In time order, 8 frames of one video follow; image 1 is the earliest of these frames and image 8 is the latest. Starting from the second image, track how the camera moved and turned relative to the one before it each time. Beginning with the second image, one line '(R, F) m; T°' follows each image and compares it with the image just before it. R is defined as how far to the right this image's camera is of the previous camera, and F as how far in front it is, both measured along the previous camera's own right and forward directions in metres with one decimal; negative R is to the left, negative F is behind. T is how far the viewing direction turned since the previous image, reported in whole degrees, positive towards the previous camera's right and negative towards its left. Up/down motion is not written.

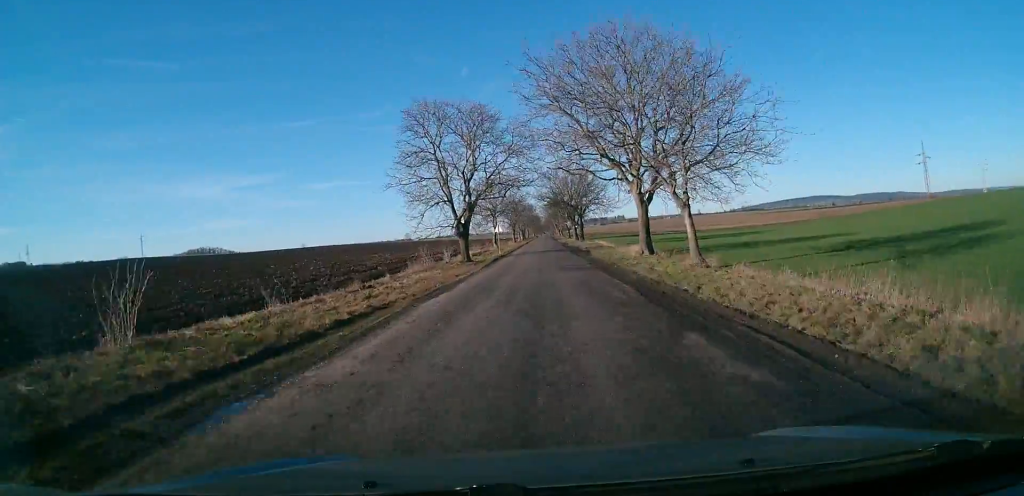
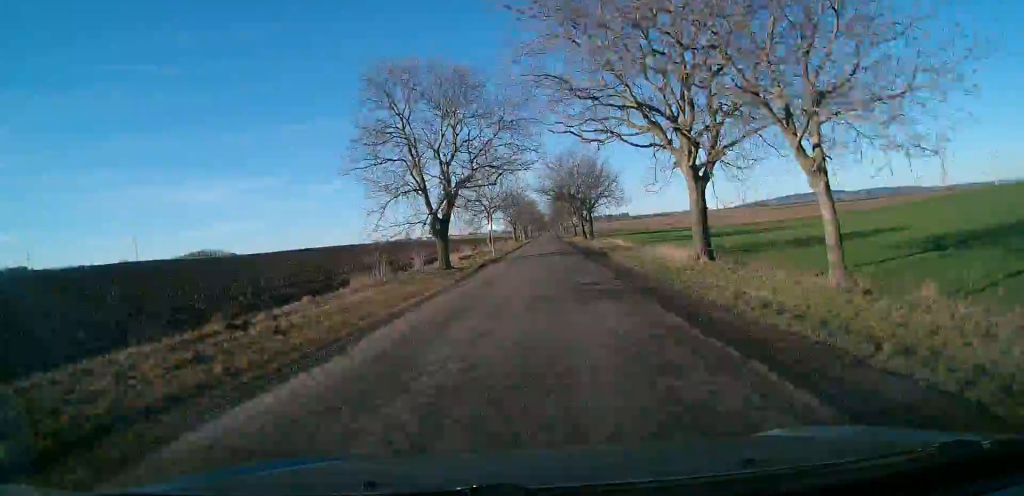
(0.0, +10.6) m; 0°
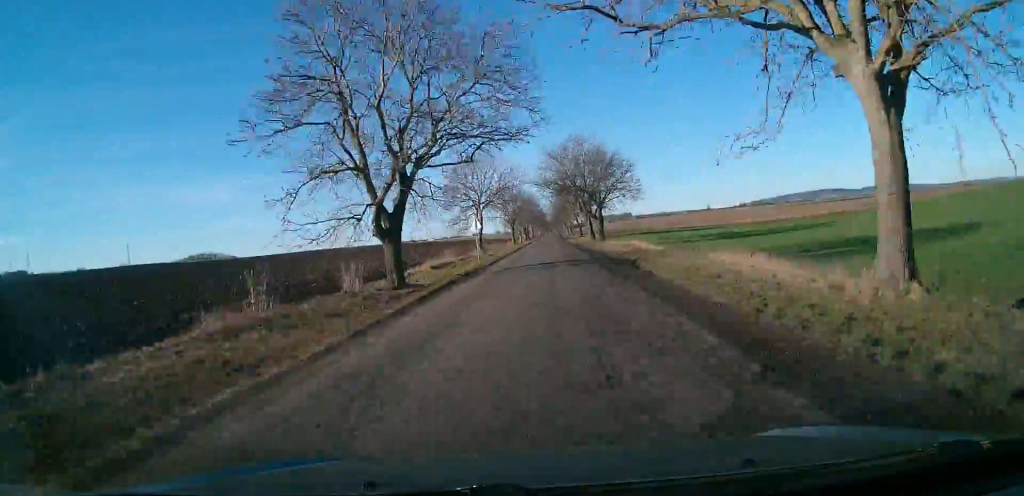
(-0.1, +11.5) m; -1°
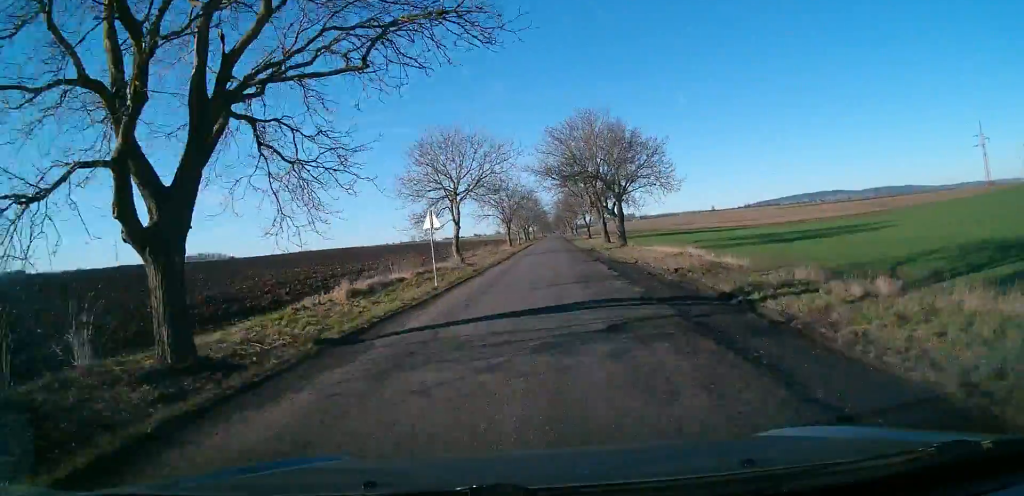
(0.0, +14.9) m; -1°
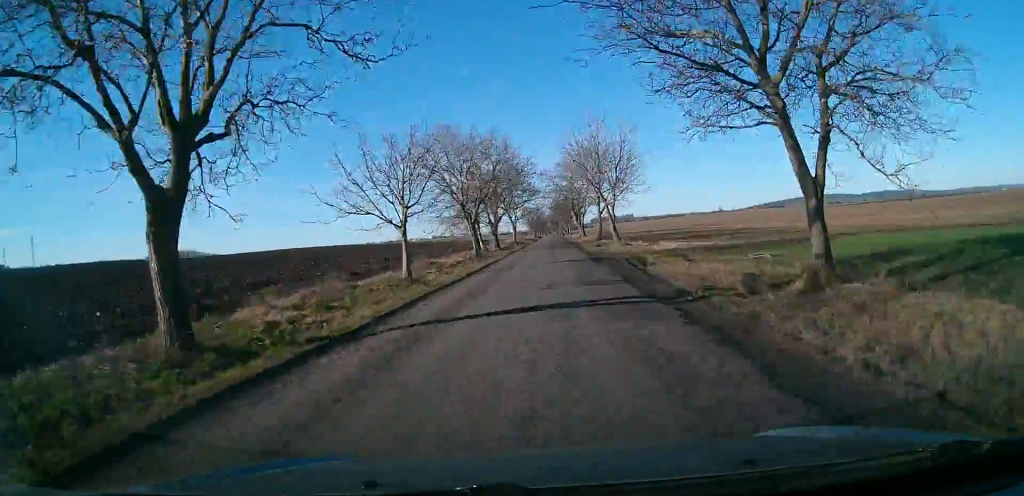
(-0.4, +74.1) m; 0°
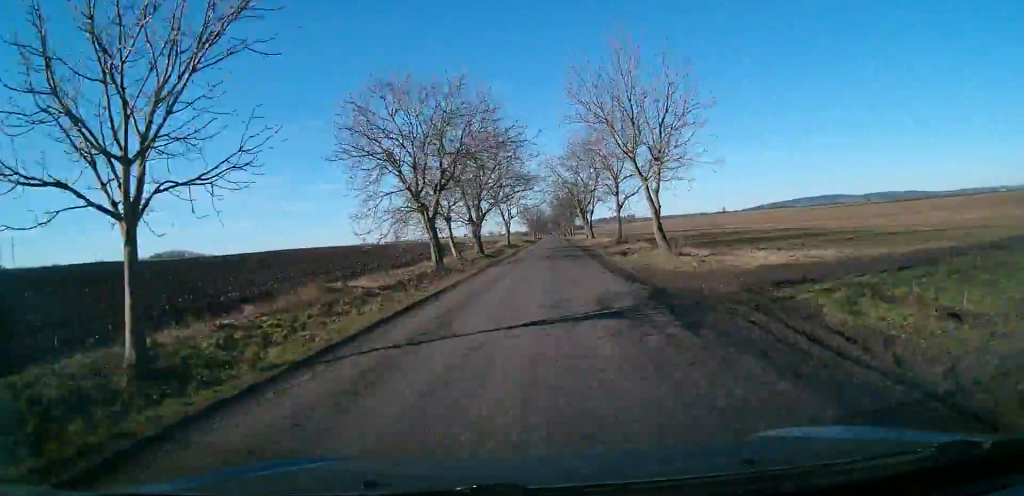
(0.0, +16.5) m; 0°
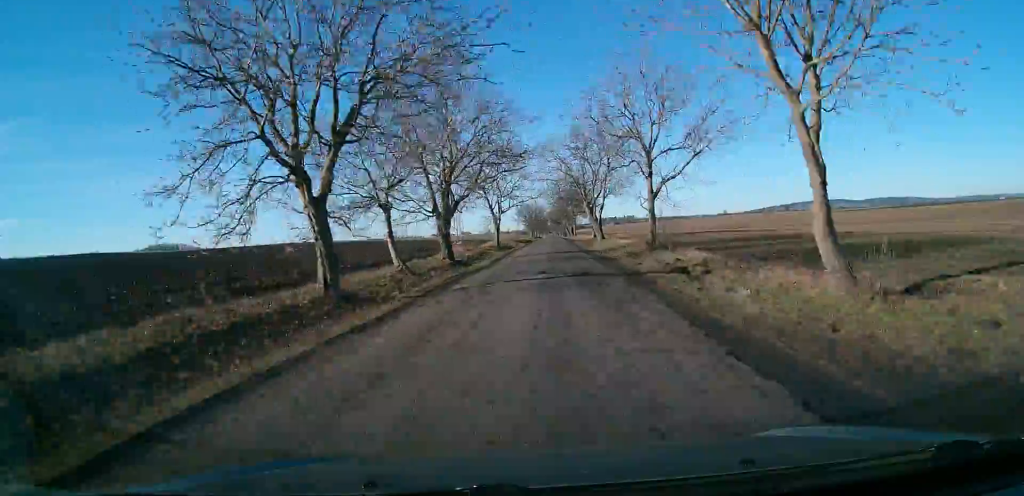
(0.0, +15.0) m; 0°
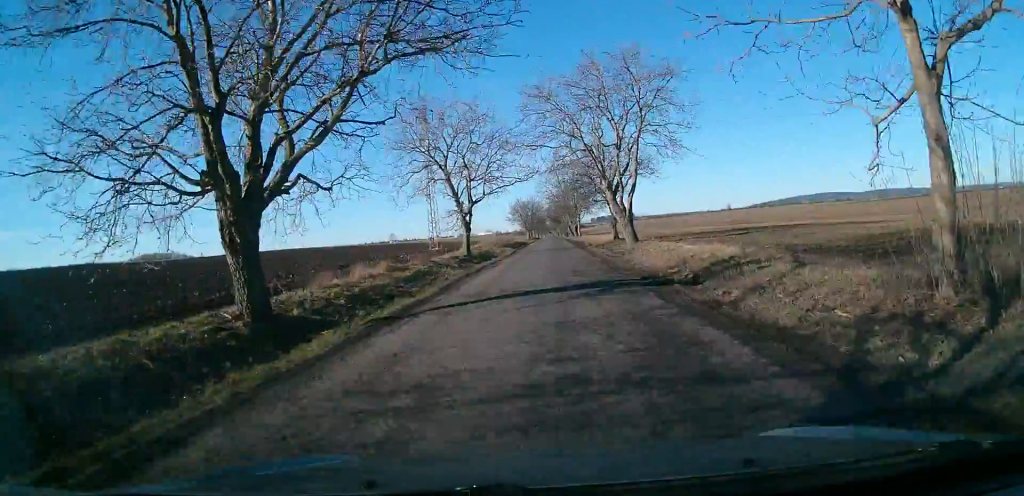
(0.0, +23.5) m; 0°
